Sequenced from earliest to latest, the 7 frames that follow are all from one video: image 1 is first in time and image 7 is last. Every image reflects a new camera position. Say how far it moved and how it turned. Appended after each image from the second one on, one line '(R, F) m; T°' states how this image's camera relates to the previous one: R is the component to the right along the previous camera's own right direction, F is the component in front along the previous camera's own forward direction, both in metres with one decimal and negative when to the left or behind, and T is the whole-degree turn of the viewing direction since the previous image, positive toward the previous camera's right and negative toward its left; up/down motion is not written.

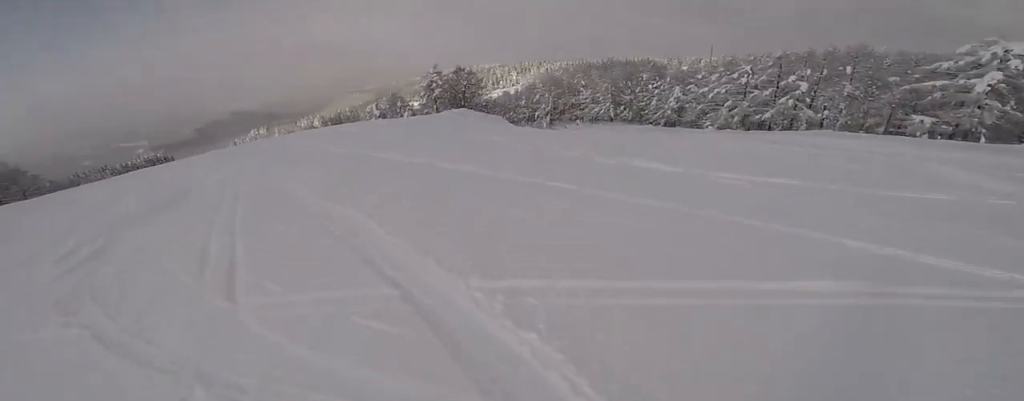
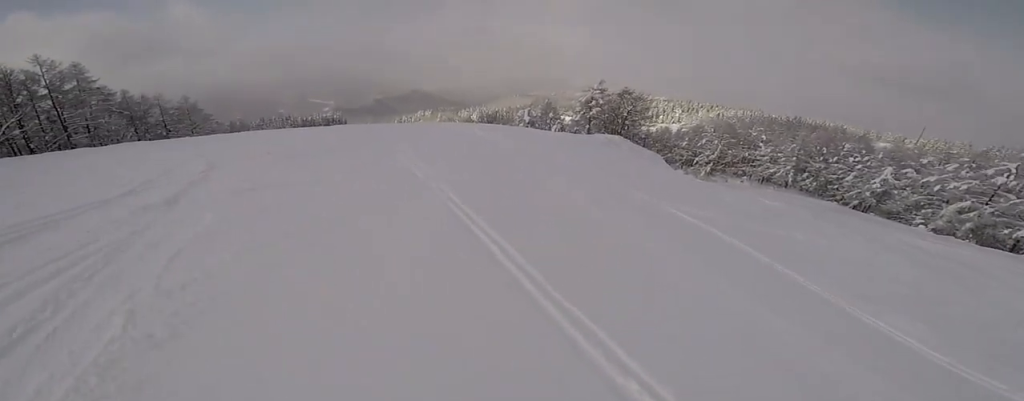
(+0.4, +6.1) m; -9°
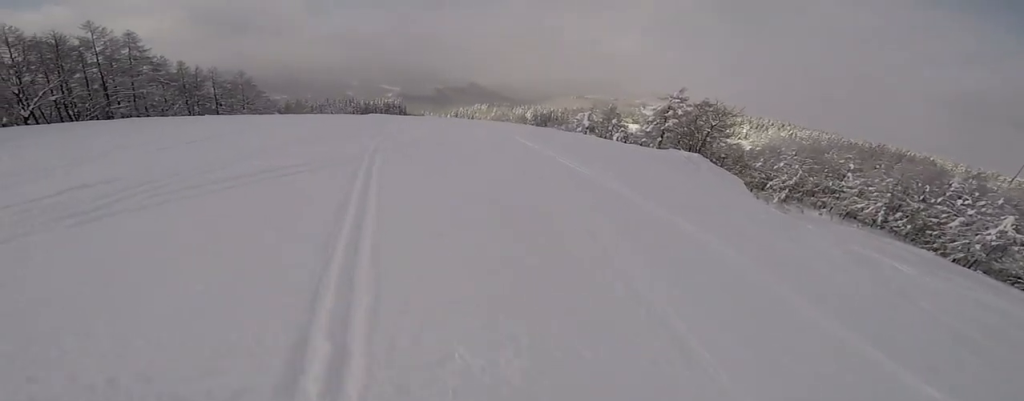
(-1.5, +5.8) m; -12°
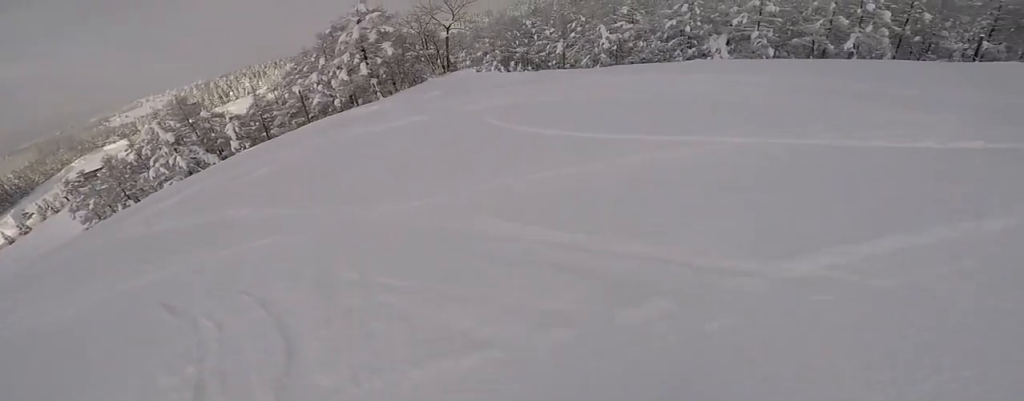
(+4.5, +23.2) m; +68°
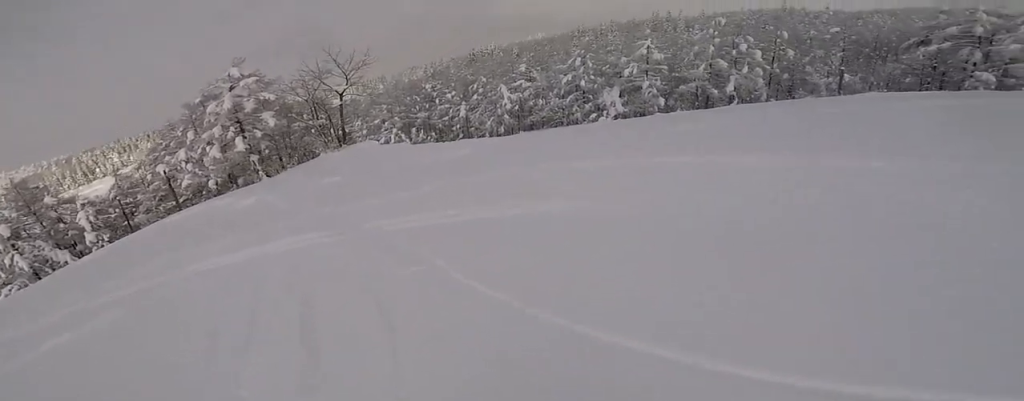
(+0.6, +3.1) m; -3°
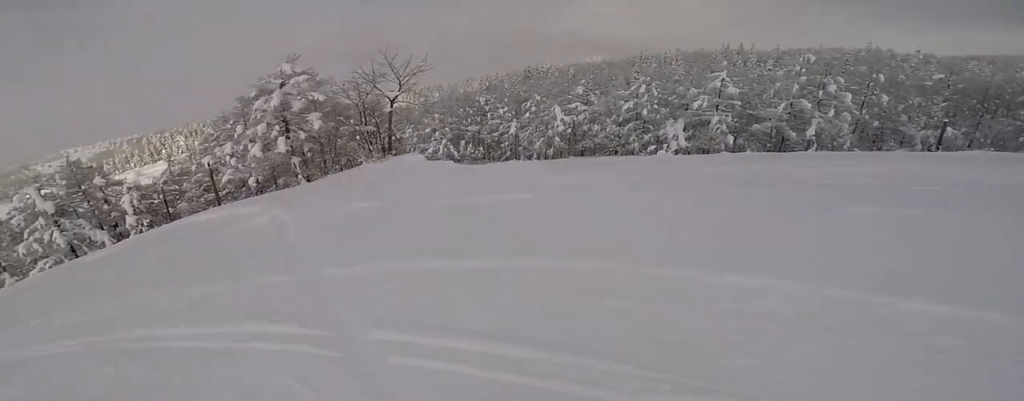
(+0.7, +2.2) m; -5°
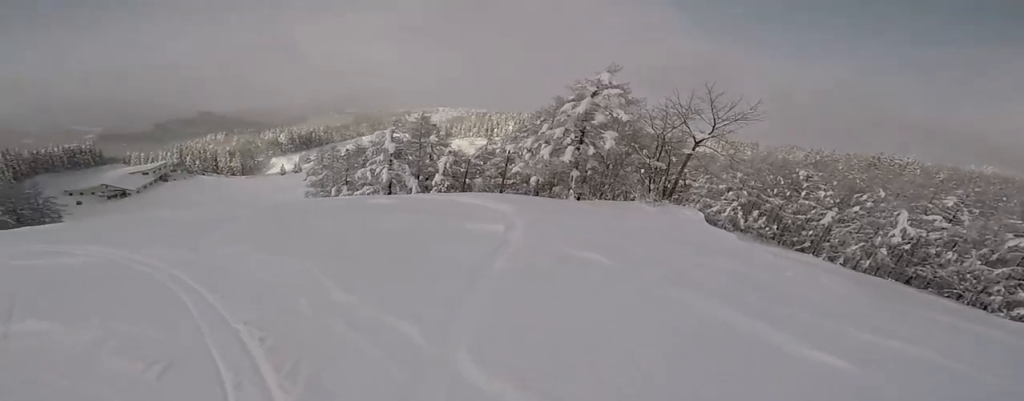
(-0.9, +2.3) m; -24°
